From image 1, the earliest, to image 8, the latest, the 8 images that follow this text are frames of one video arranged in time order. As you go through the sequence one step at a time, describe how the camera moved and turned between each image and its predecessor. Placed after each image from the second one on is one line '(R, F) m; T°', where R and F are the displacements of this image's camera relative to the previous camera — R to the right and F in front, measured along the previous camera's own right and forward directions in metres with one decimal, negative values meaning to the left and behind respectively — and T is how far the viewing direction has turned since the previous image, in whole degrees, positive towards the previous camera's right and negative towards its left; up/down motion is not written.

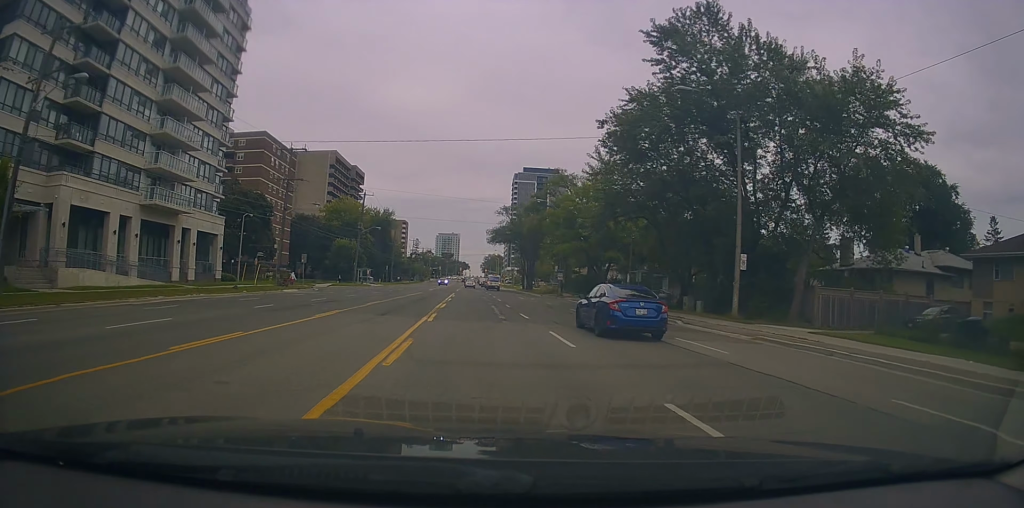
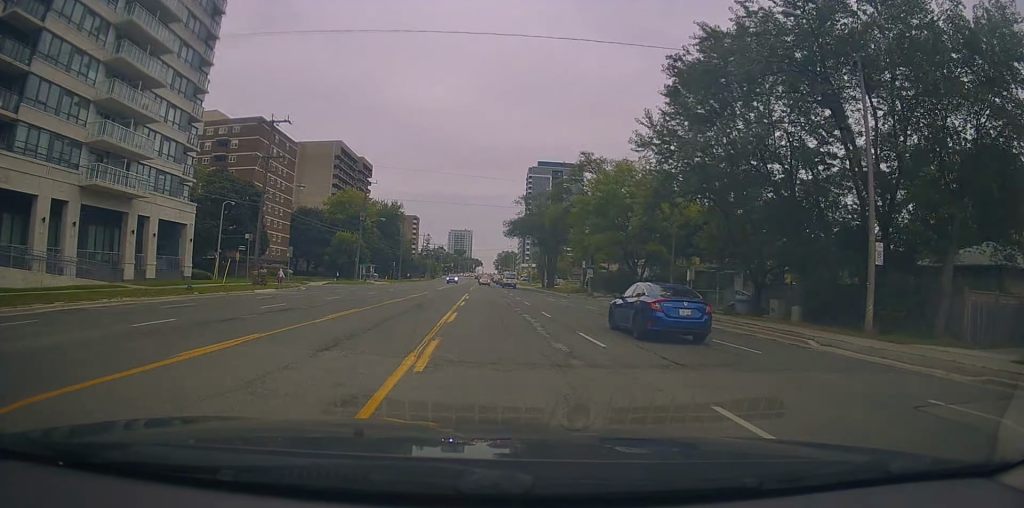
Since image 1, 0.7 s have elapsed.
(-0.2, +9.7) m; 0°
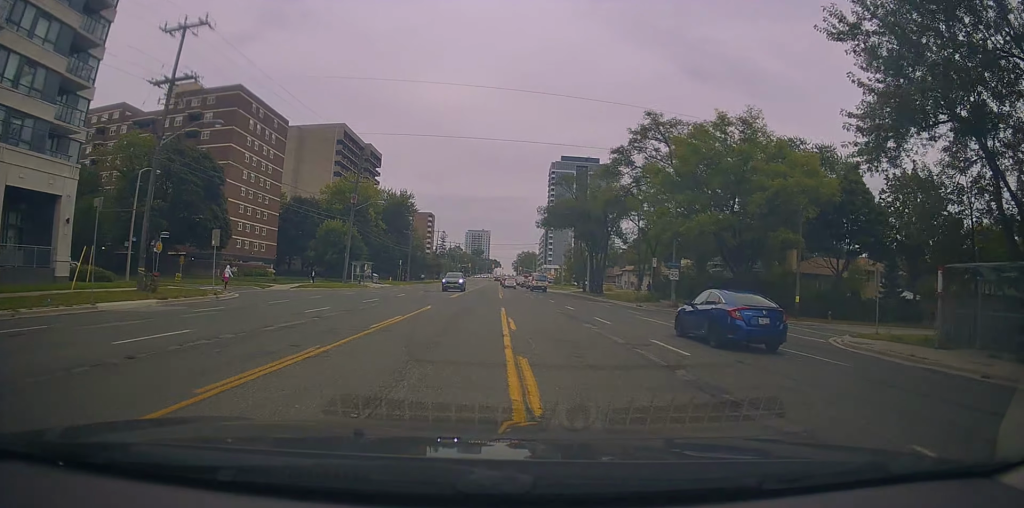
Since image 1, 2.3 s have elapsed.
(+0.2, +21.2) m; +1°
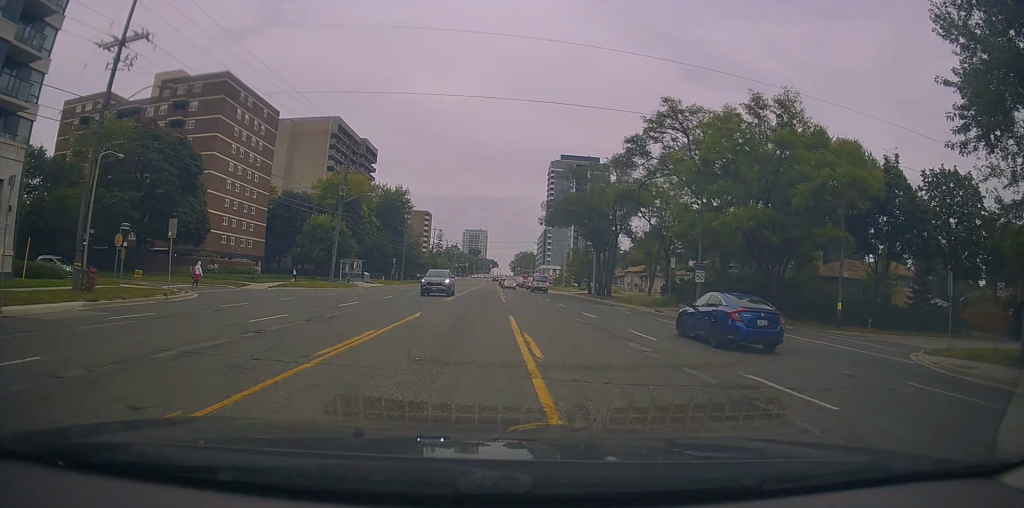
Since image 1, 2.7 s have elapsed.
(-0.1, +5.6) m; 0°
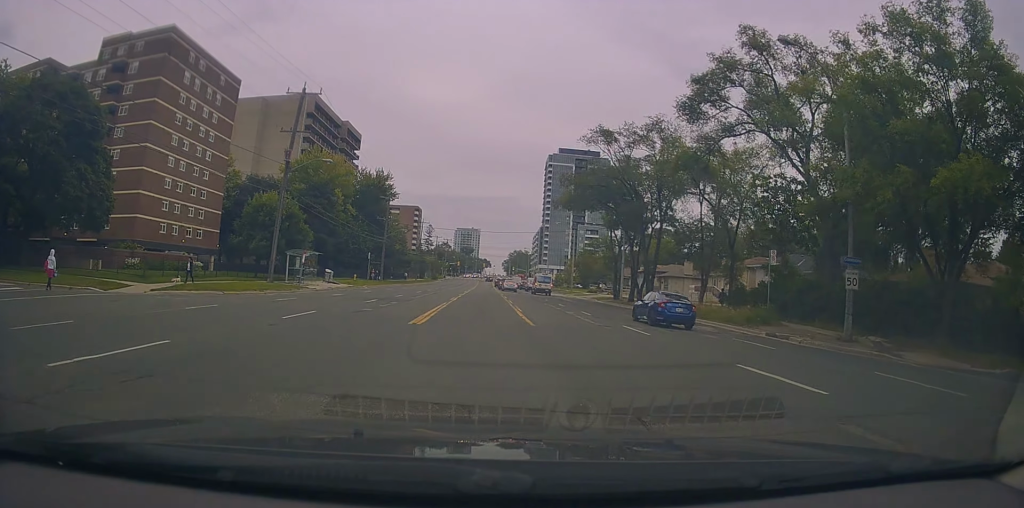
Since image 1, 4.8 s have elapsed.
(-0.4, +20.2) m; -3°
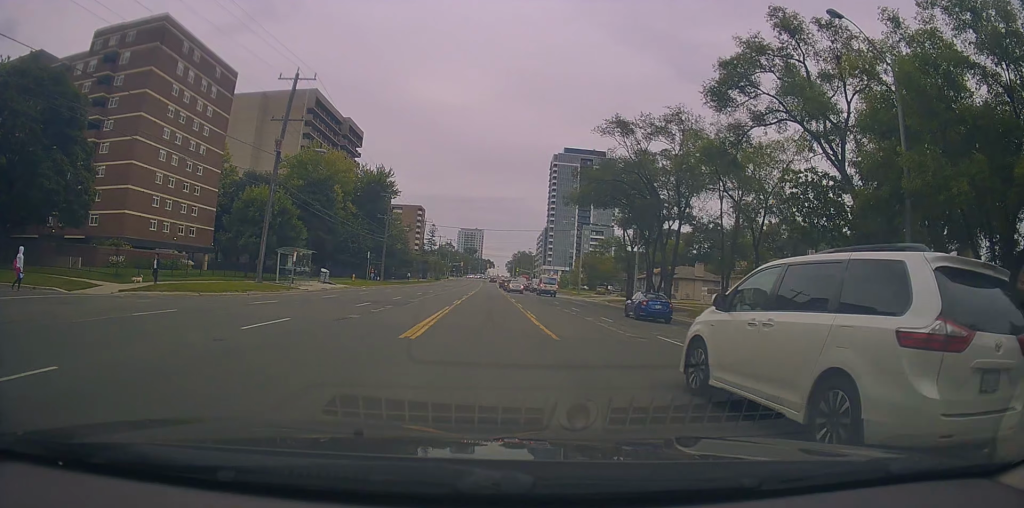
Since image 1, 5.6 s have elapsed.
(-0.1, +4.8) m; 0°
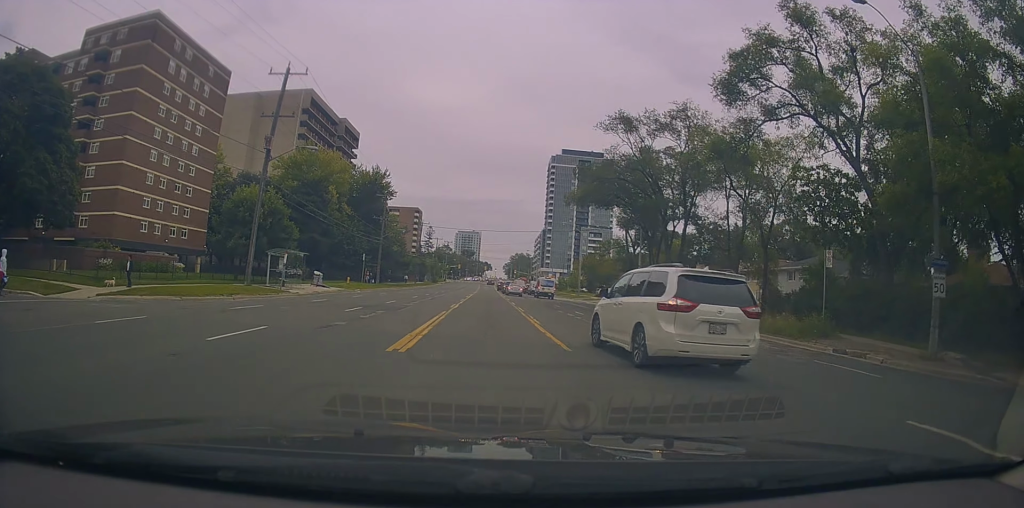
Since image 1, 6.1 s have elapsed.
(0.0, +2.9) m; +1°
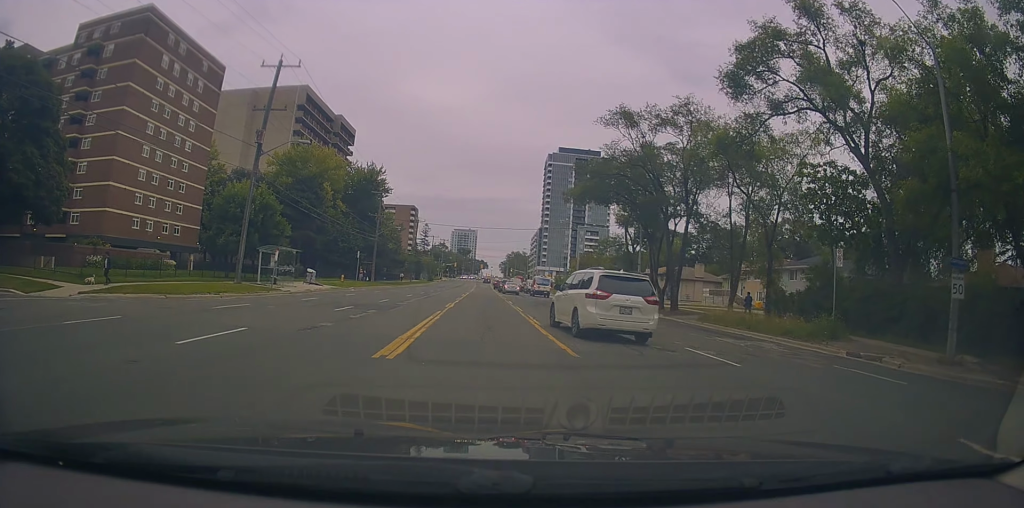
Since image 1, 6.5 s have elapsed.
(0.0, +1.7) m; 0°
